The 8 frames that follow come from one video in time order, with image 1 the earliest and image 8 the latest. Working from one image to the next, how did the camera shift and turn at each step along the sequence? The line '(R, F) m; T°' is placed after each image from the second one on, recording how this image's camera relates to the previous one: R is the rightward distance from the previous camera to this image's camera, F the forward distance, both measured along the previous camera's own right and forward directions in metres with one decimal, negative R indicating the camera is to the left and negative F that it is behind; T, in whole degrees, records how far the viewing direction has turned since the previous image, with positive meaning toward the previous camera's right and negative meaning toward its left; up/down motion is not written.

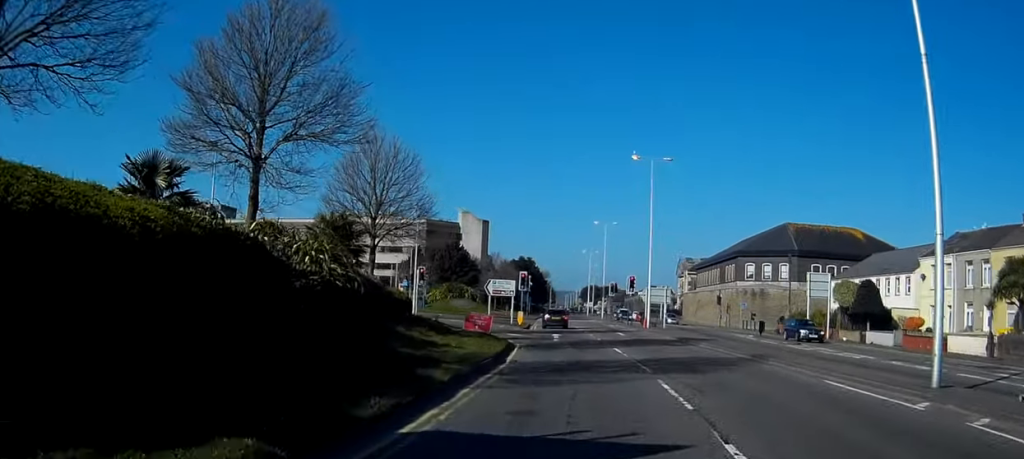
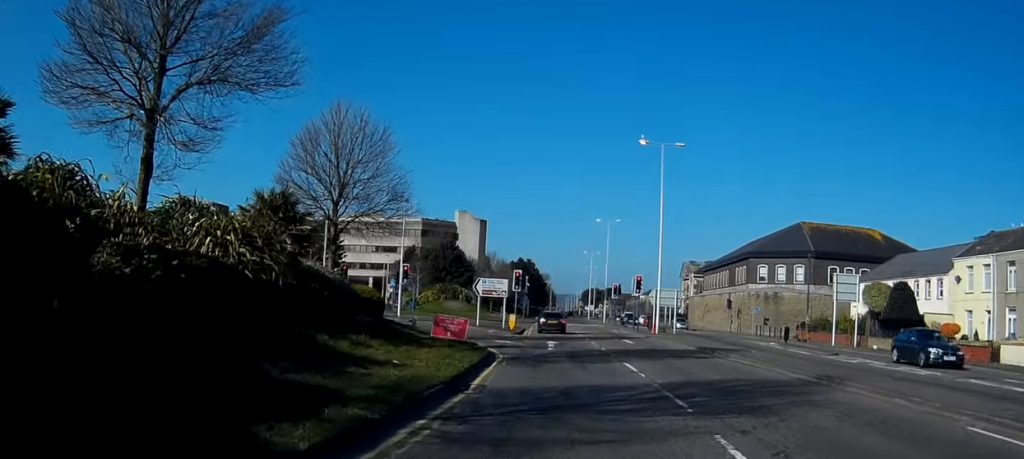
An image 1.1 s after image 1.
(+0.1, +6.6) m; +1°
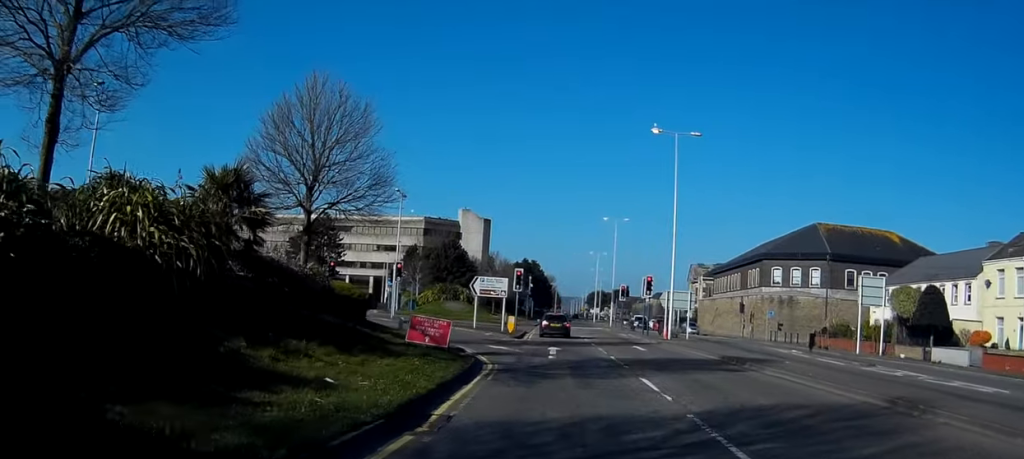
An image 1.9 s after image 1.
(0.0, +3.9) m; +1°
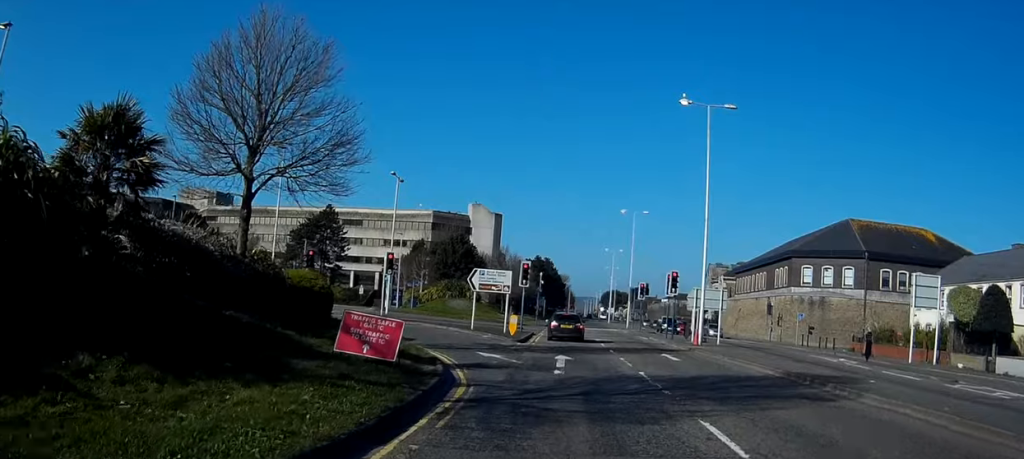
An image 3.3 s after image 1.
(+0.1, +6.2) m; 0°
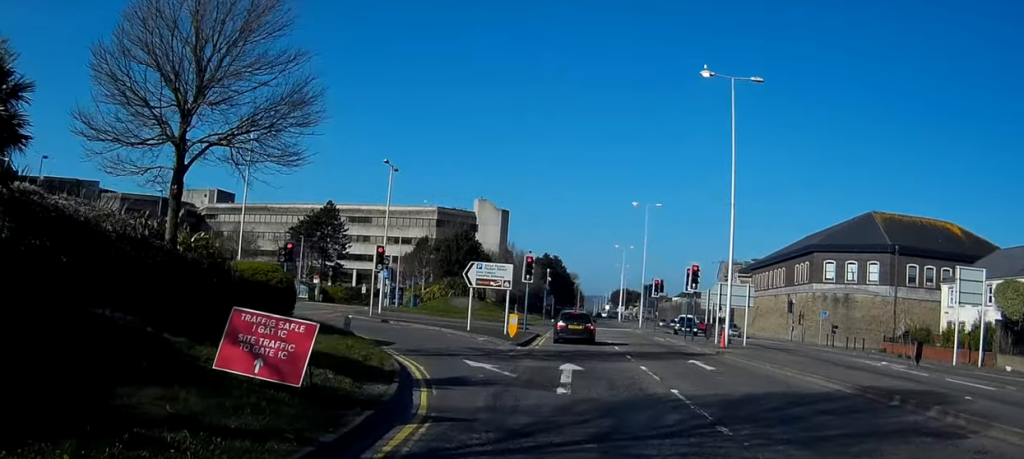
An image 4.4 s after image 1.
(-0.1, +4.3) m; -3°
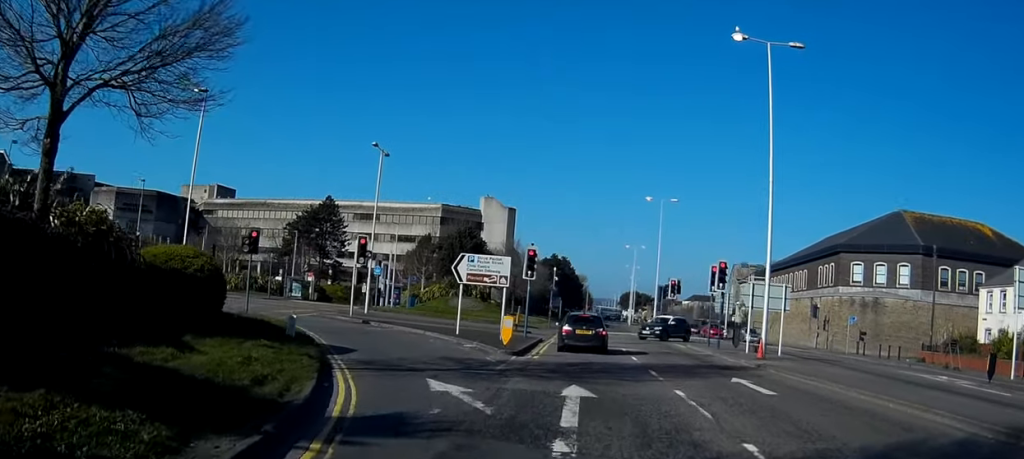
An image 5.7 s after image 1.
(-0.2, +4.9) m; -1°
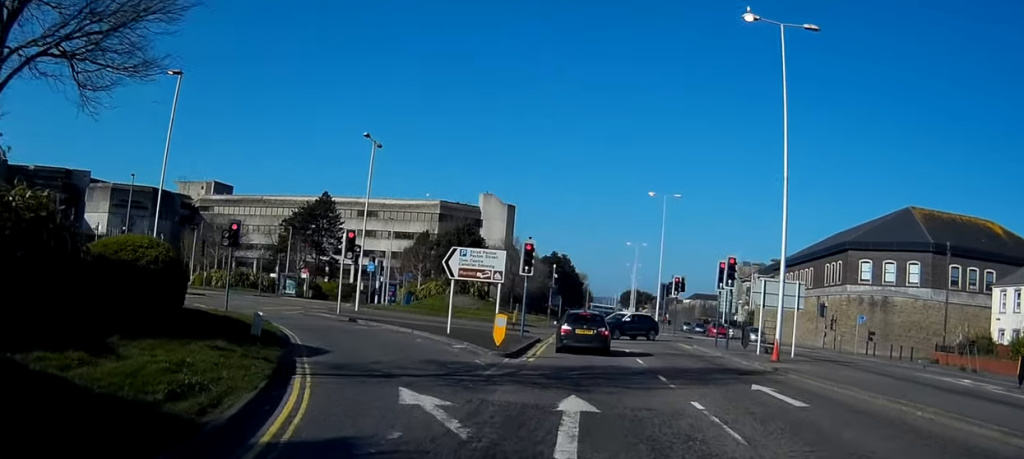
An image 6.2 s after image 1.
(0.0, +2.2) m; +1°
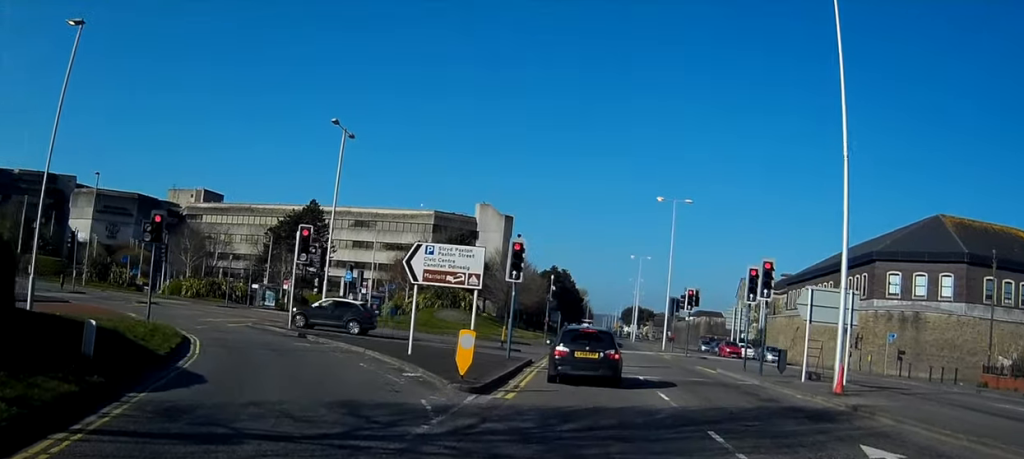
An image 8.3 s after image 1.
(+0.3, +6.2) m; +6°
